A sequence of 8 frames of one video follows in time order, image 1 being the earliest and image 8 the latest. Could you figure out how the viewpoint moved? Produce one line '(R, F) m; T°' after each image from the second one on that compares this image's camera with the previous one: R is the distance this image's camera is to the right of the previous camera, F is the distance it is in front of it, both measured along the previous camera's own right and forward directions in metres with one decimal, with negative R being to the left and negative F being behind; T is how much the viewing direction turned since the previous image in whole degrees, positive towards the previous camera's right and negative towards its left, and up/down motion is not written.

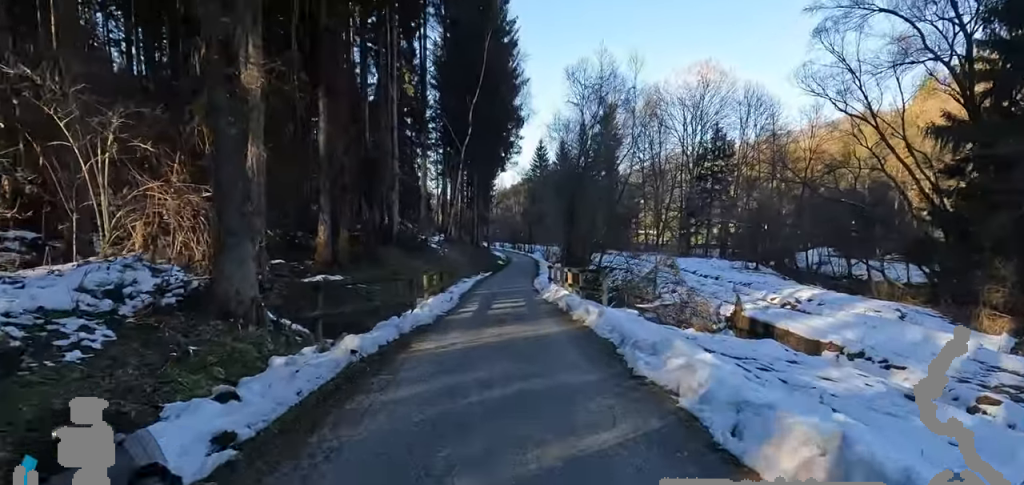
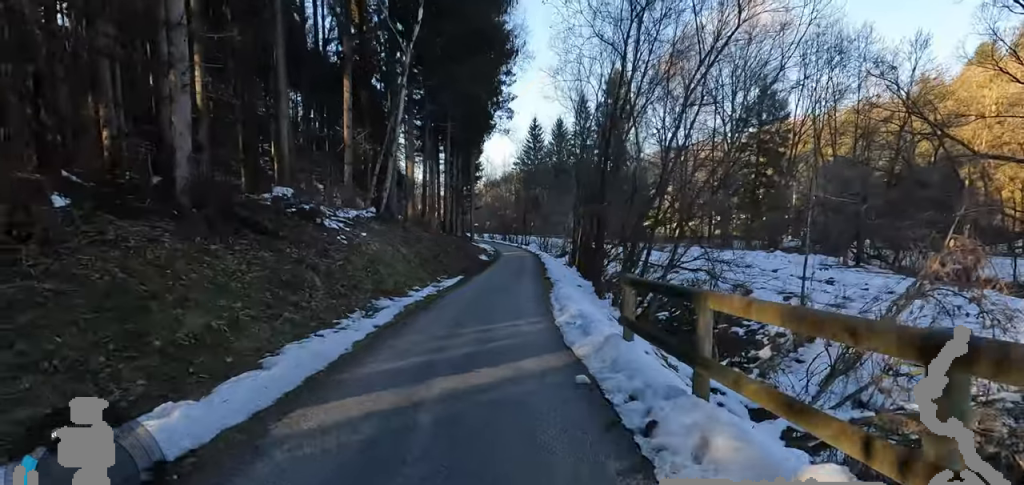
(+1.5, +15.3) m; +8°
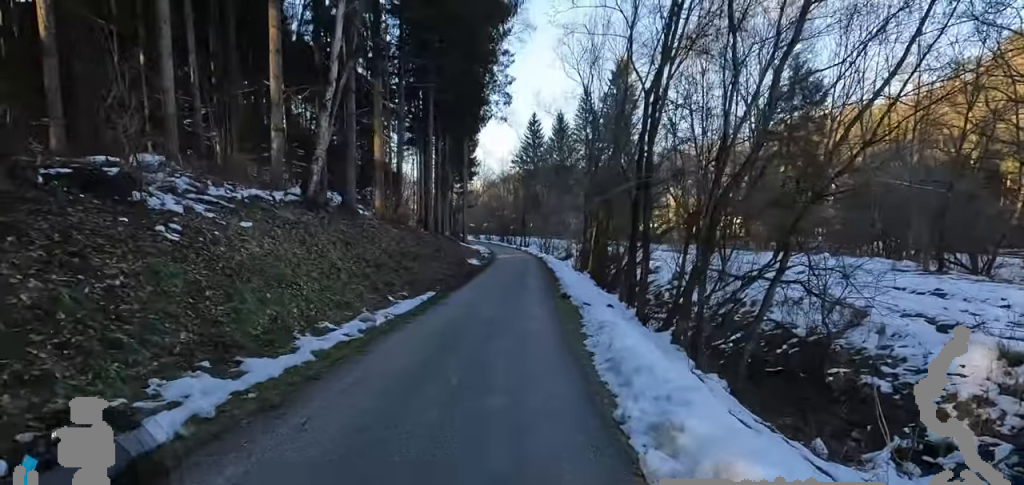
(-0.1, +6.1) m; -3°
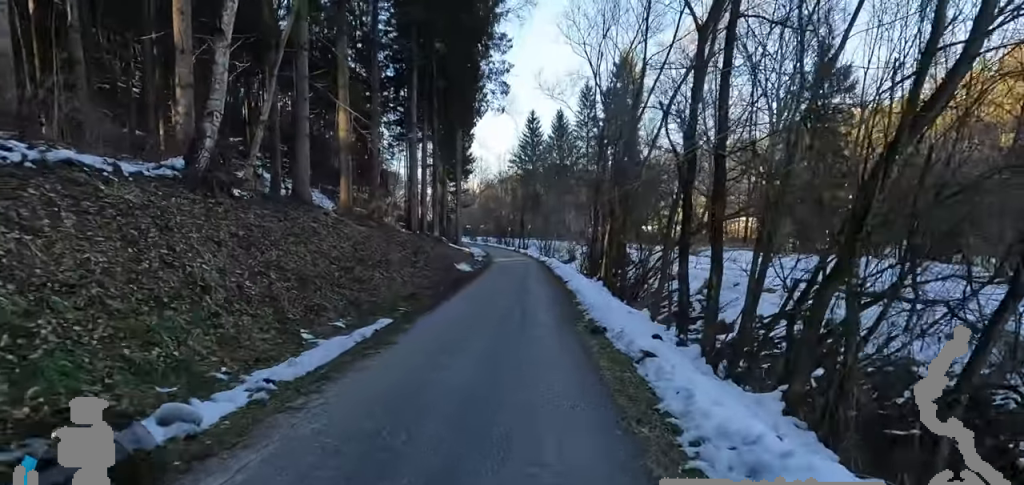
(-0.4, +4.1) m; -3°
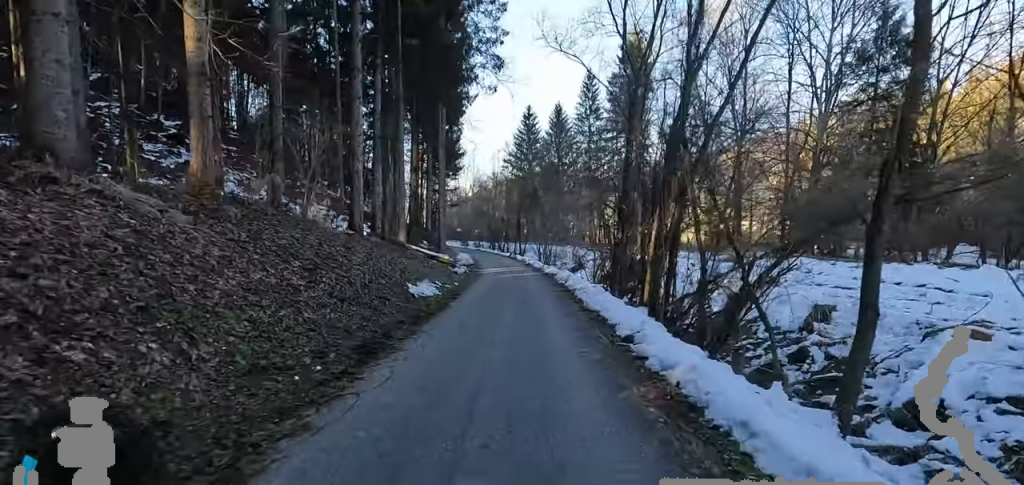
(+0.4, +7.9) m; +8°
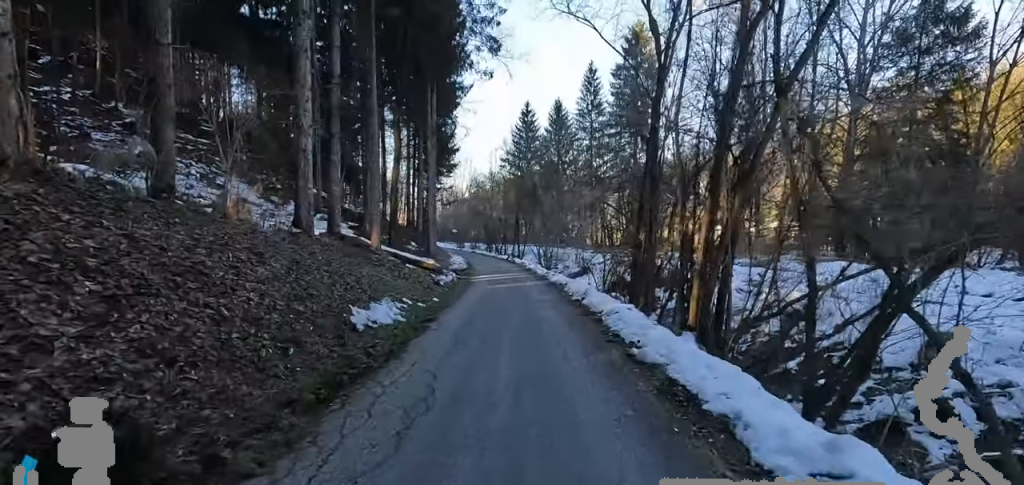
(+0.4, +3.7) m; -1°
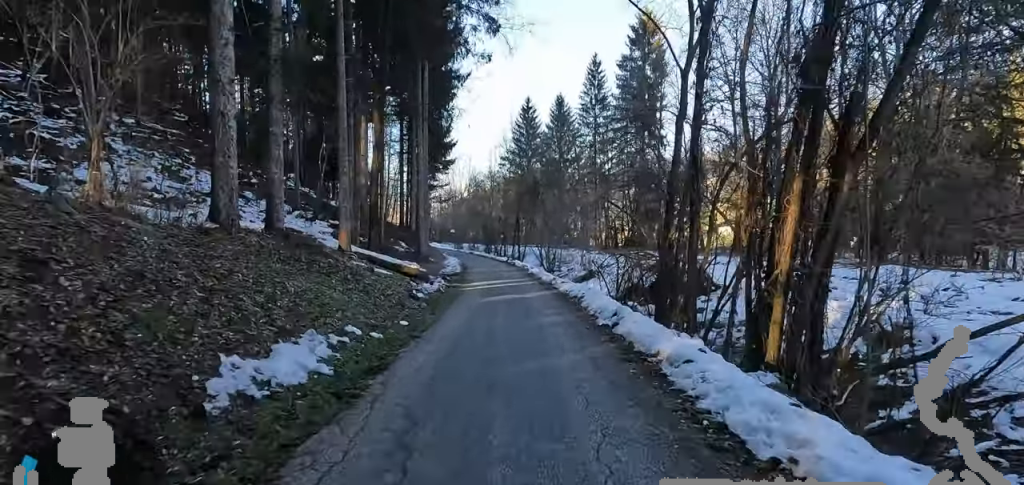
(+0.3, +3.2) m; -1°
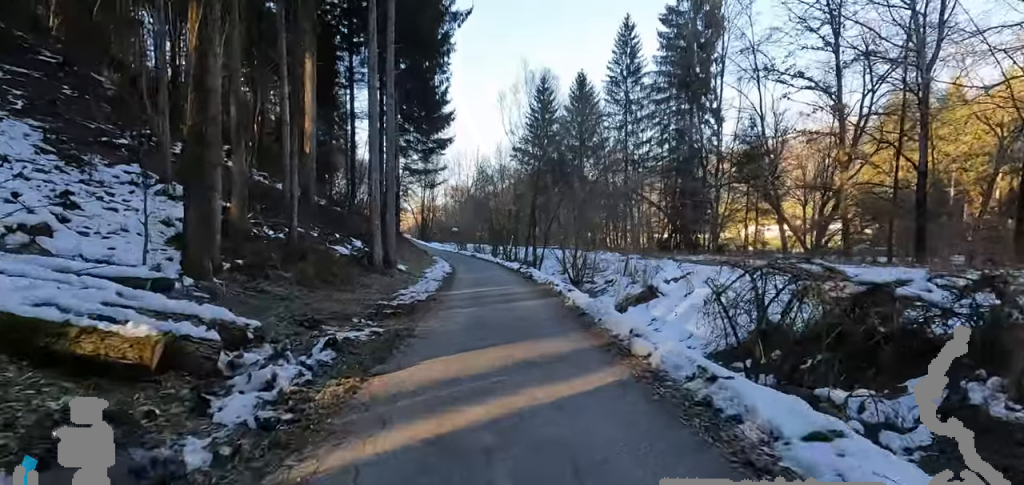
(-1.2, +12.0) m; -5°
